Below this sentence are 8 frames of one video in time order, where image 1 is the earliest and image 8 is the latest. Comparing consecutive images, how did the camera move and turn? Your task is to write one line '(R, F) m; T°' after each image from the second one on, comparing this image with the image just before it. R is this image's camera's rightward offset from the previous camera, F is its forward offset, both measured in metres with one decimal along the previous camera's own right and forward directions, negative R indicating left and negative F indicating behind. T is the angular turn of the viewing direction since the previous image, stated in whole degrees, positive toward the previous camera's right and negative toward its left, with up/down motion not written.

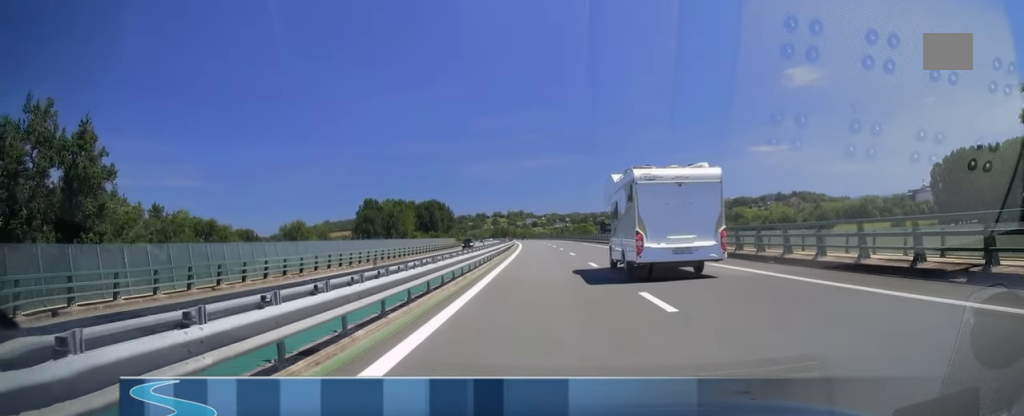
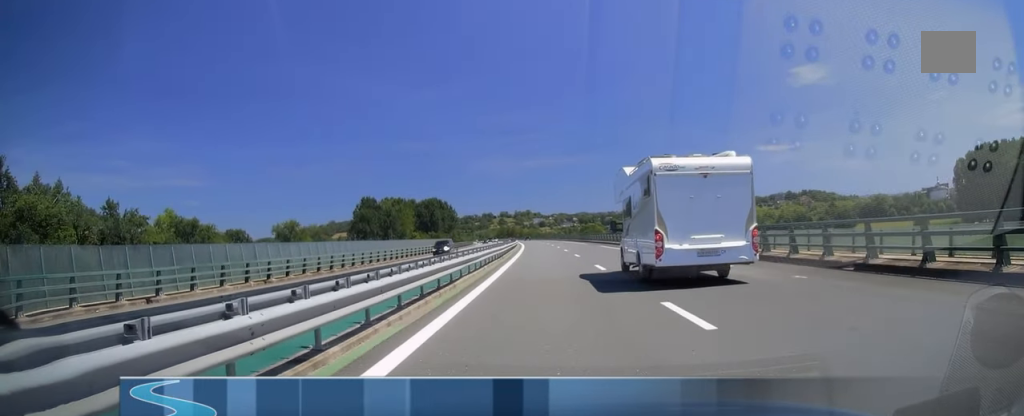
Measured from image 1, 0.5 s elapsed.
(0.0, +14.9) m; -1°
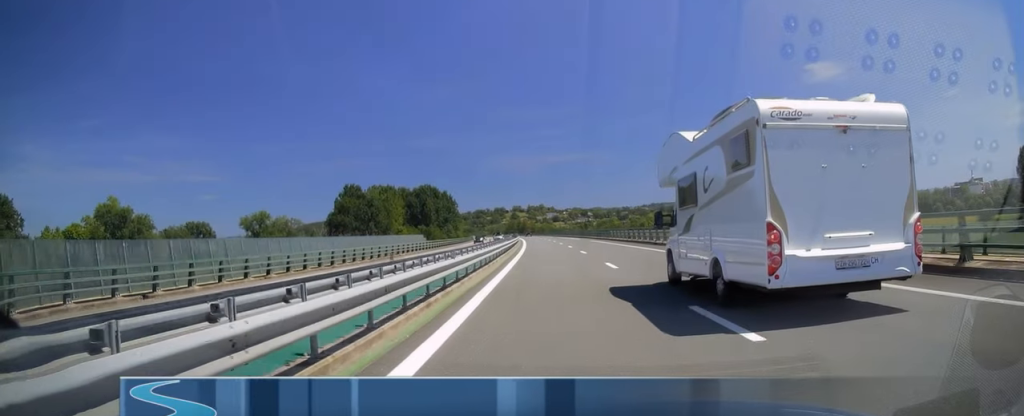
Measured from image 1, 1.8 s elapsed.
(-0.8, +40.4) m; -2°
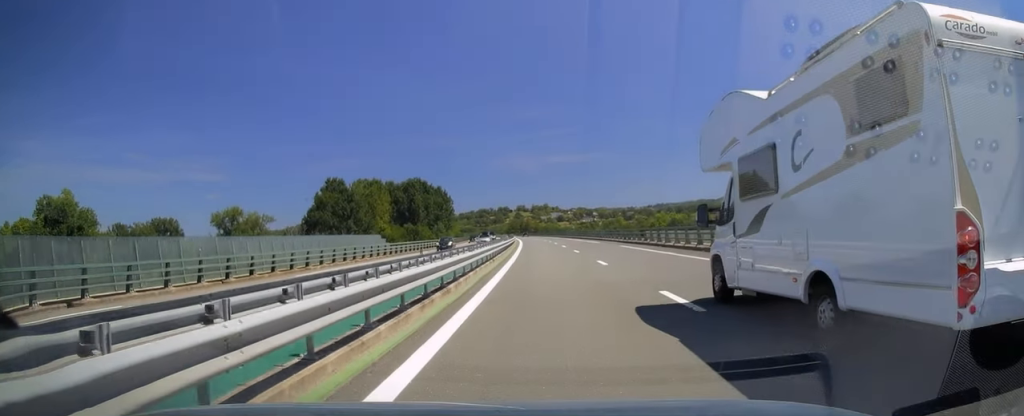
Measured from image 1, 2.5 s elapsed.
(-0.3, +24.1) m; -1°
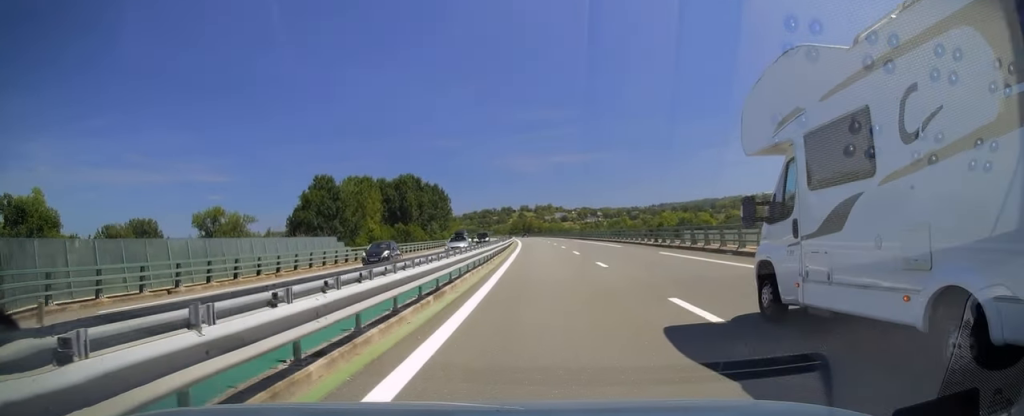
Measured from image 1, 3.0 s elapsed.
(+0.1, +14.2) m; 0°
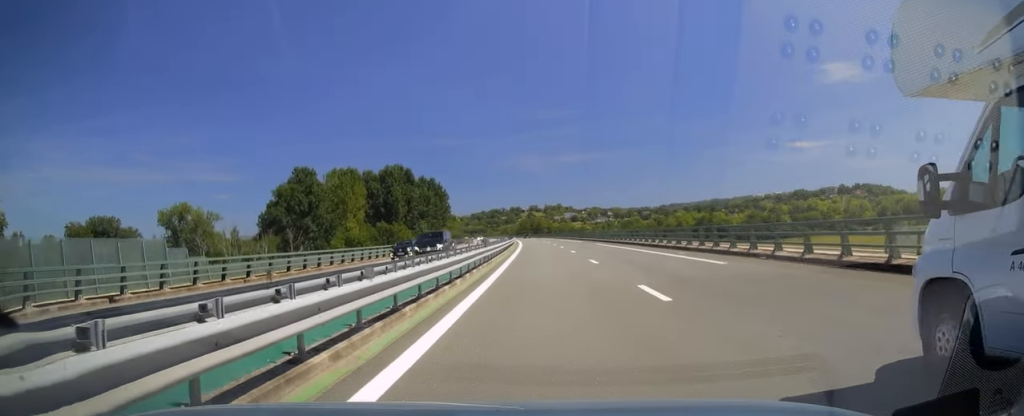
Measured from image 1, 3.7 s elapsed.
(-0.2, +23.6) m; -1°
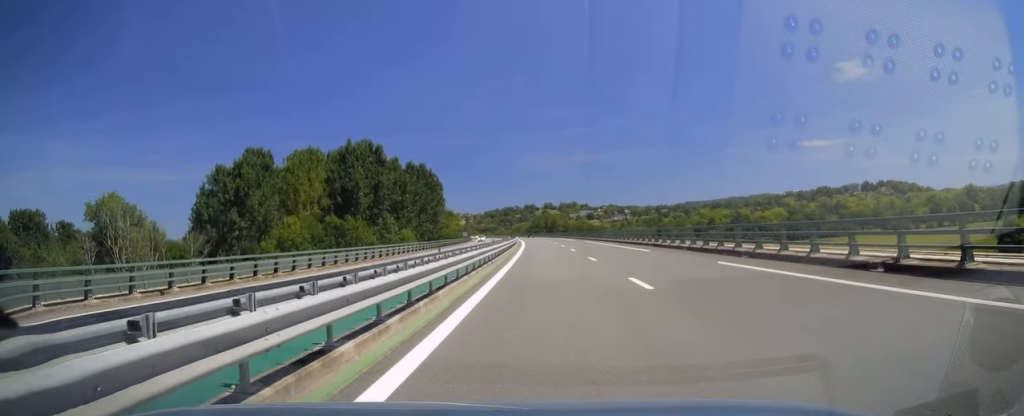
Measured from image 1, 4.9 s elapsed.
(-0.2, +37.3) m; -1°
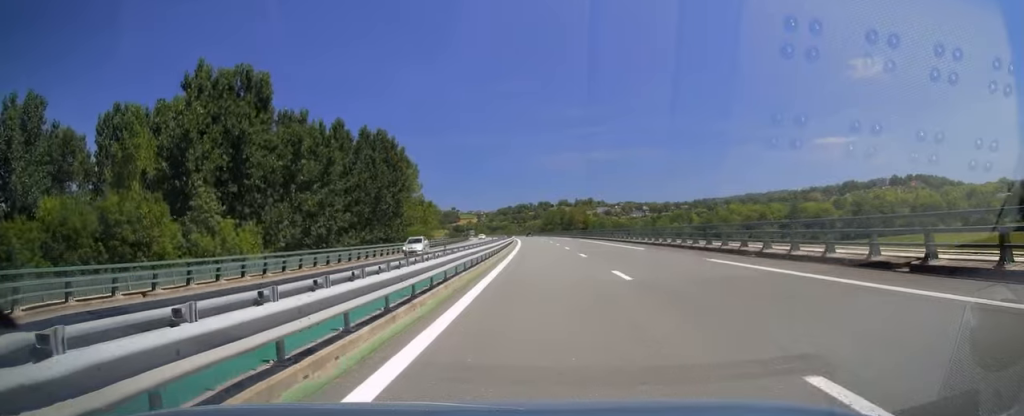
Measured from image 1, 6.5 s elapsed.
(-1.2, +51.0) m; -2°
